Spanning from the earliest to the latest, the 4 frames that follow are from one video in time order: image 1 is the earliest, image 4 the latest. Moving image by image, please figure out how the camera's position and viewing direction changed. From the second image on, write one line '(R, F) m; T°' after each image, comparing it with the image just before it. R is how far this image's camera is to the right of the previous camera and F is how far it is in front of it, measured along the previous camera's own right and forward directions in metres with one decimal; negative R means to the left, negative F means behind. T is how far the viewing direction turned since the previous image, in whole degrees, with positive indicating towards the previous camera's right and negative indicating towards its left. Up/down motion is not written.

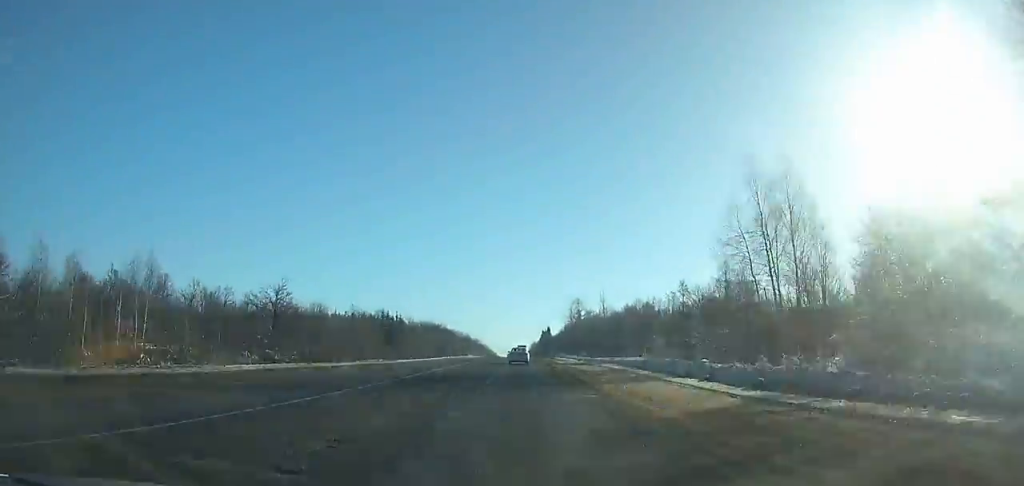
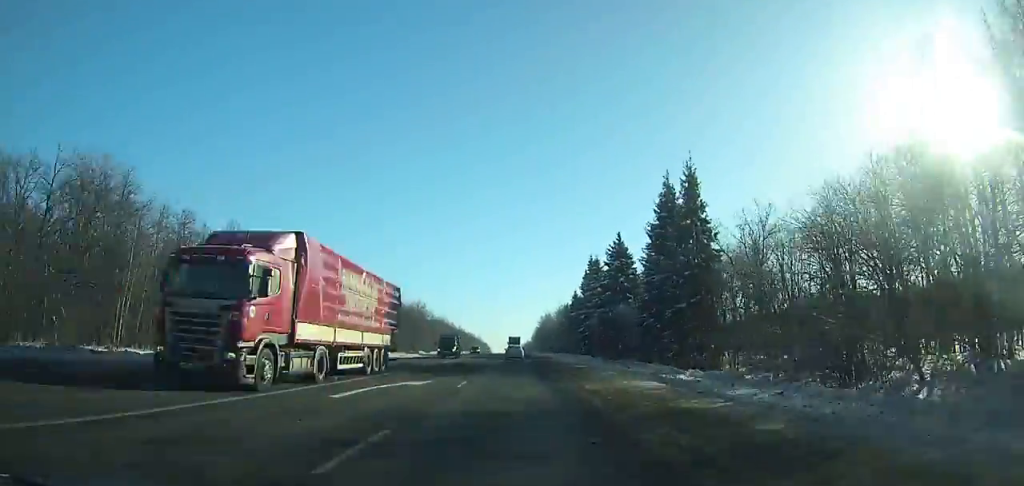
(+1.2, +264.0) m; -2°
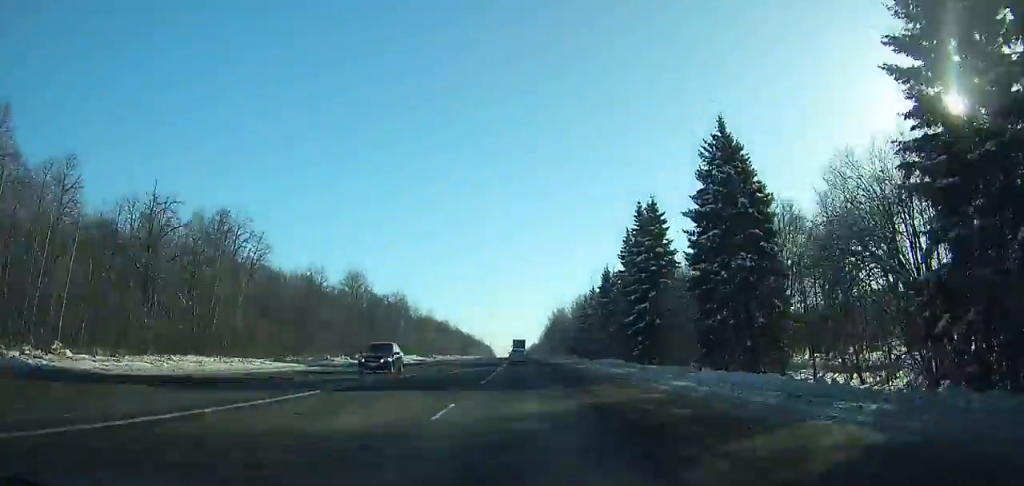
(-0.9, +41.7) m; 0°
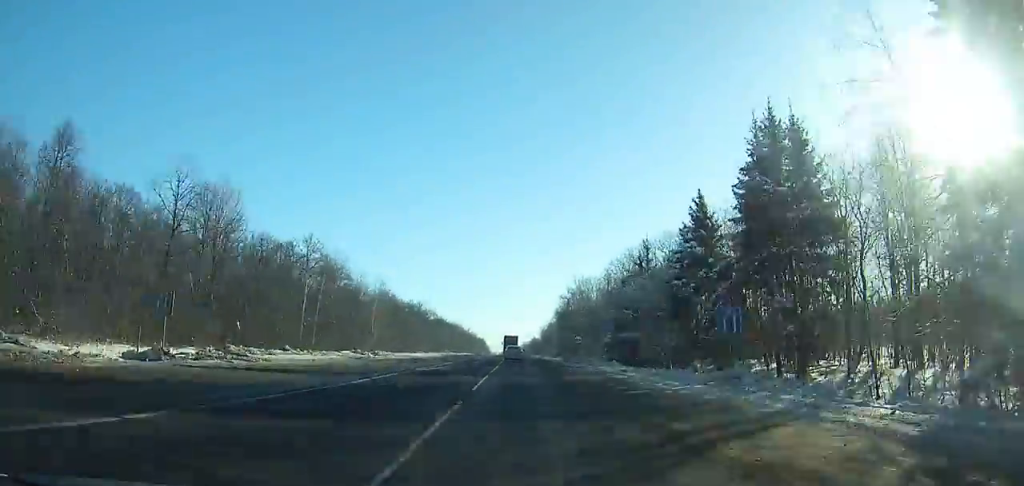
(-1.3, +64.0) m; +6°
